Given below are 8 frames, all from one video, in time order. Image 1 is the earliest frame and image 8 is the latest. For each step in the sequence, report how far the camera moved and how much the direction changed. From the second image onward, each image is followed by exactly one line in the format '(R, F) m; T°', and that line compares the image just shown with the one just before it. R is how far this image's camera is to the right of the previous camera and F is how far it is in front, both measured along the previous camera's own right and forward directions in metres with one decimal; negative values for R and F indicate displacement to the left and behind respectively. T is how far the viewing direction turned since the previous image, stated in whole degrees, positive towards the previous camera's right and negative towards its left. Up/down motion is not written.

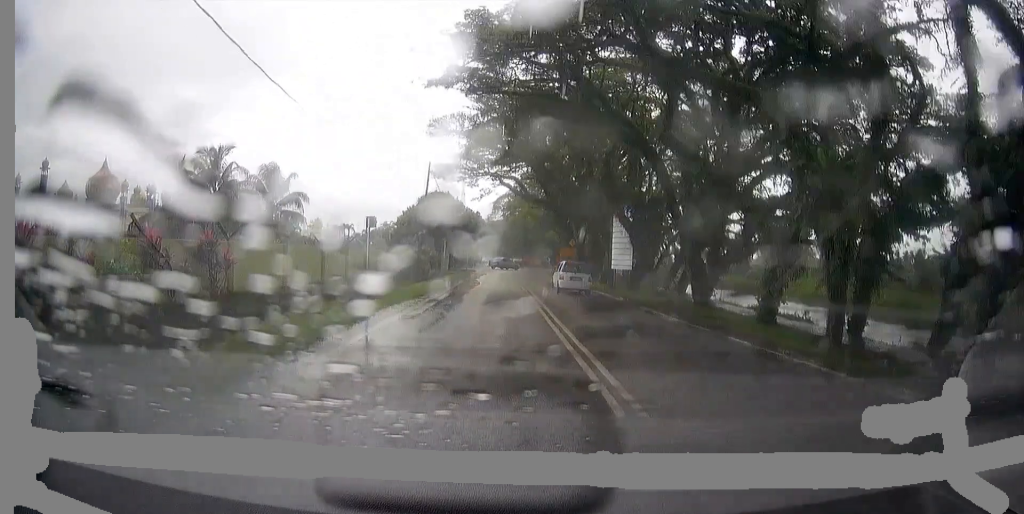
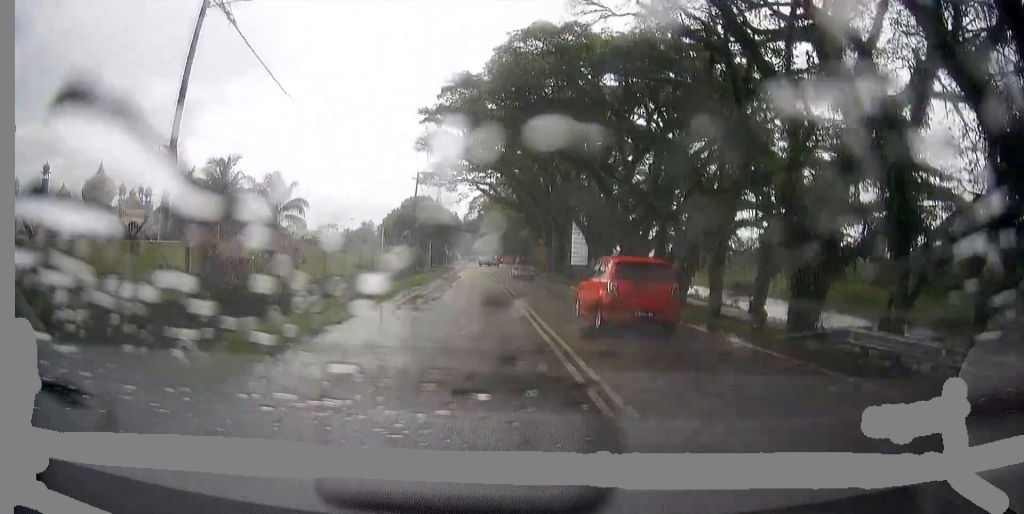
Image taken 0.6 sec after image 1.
(0.0, +7.6) m; -1°
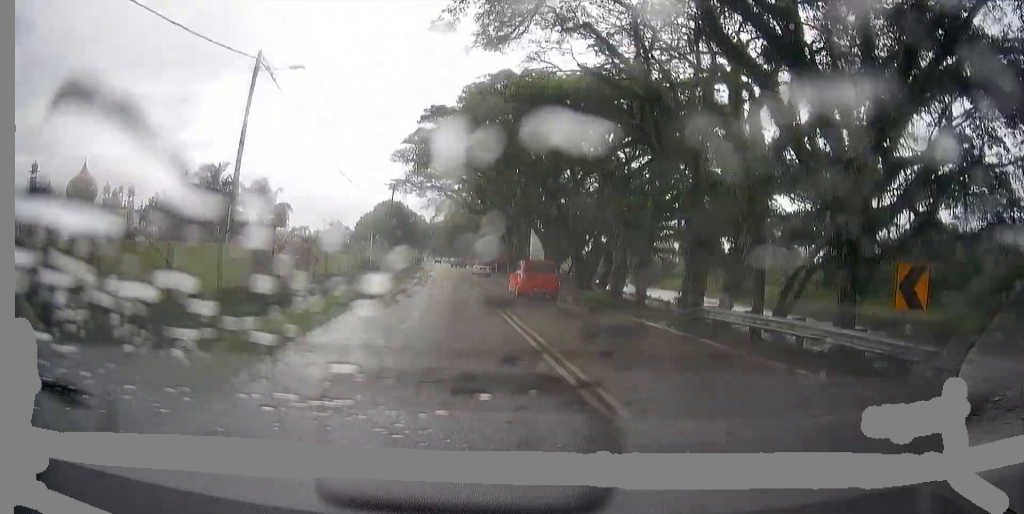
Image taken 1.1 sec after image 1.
(-0.1, +5.8) m; -2°
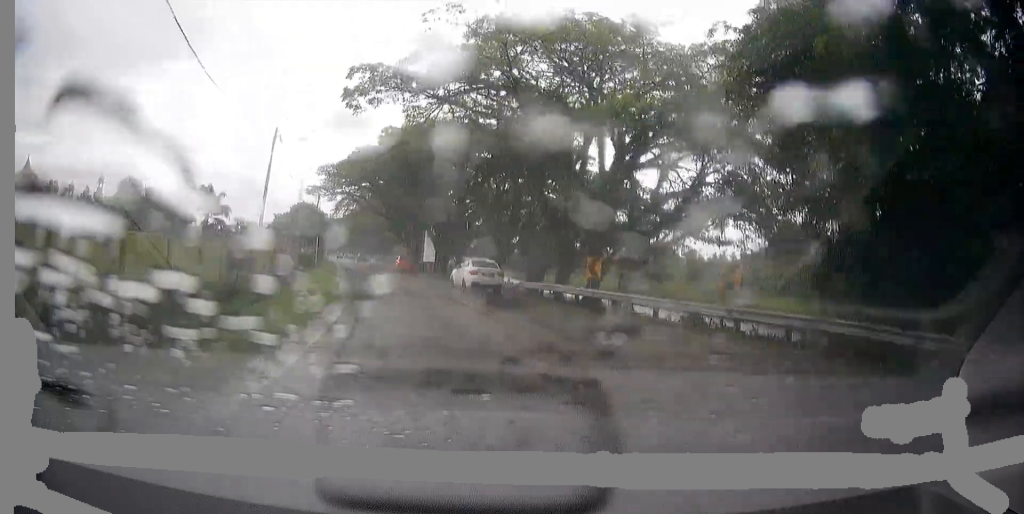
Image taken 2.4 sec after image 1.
(-0.9, +13.9) m; -9°
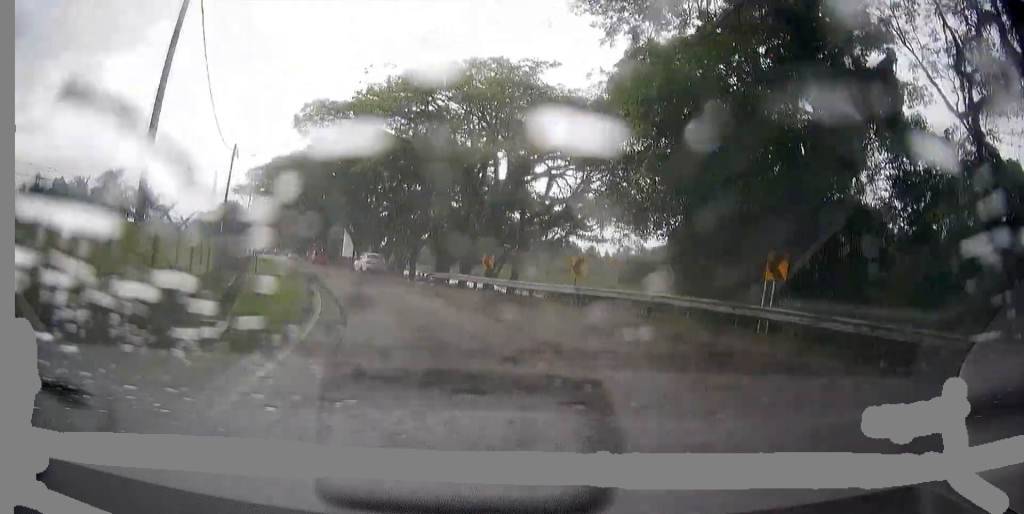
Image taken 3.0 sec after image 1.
(-0.3, +7.3) m; -7°
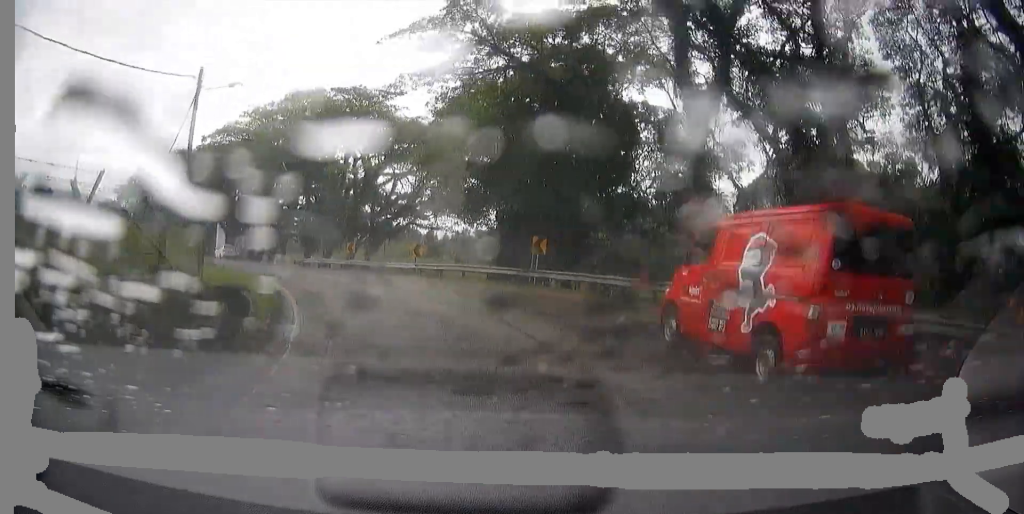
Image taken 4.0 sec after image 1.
(-1.2, +10.6) m; -13°
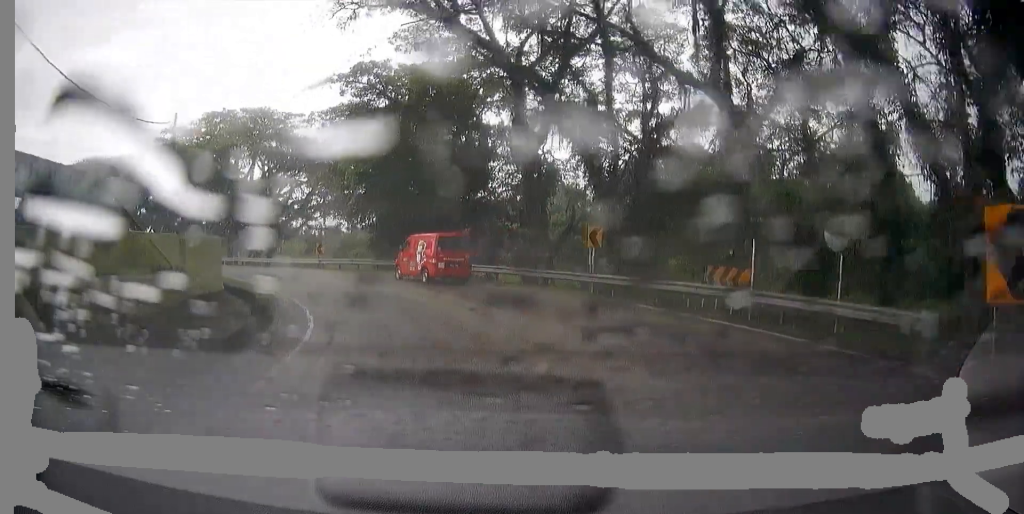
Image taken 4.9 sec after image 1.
(-0.9, +8.7) m; -10°
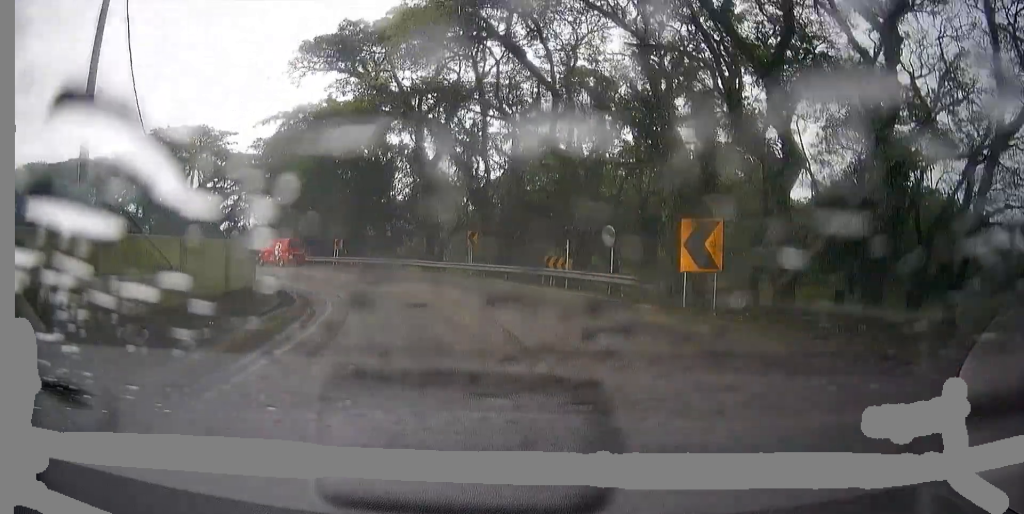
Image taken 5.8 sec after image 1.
(-0.5, +9.1) m; -10°
